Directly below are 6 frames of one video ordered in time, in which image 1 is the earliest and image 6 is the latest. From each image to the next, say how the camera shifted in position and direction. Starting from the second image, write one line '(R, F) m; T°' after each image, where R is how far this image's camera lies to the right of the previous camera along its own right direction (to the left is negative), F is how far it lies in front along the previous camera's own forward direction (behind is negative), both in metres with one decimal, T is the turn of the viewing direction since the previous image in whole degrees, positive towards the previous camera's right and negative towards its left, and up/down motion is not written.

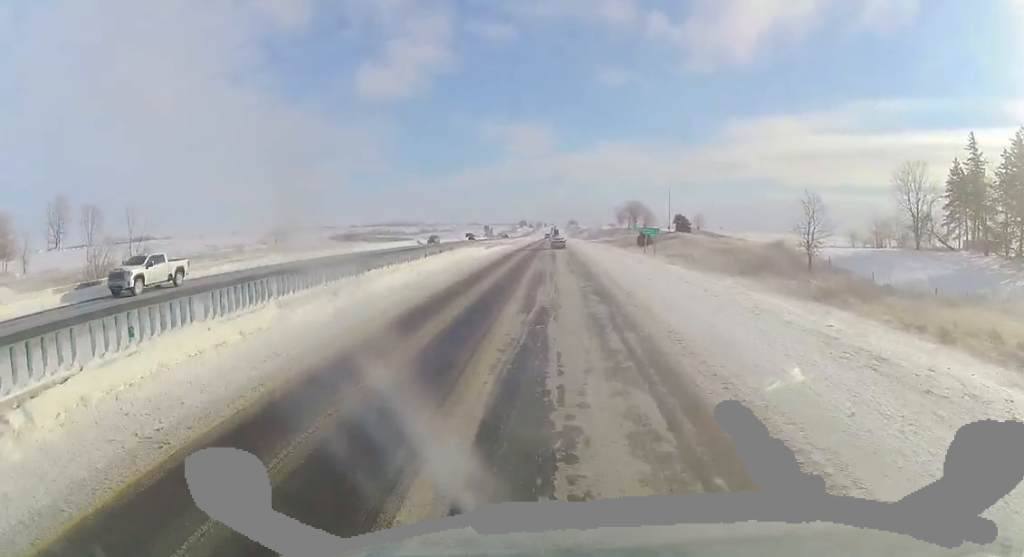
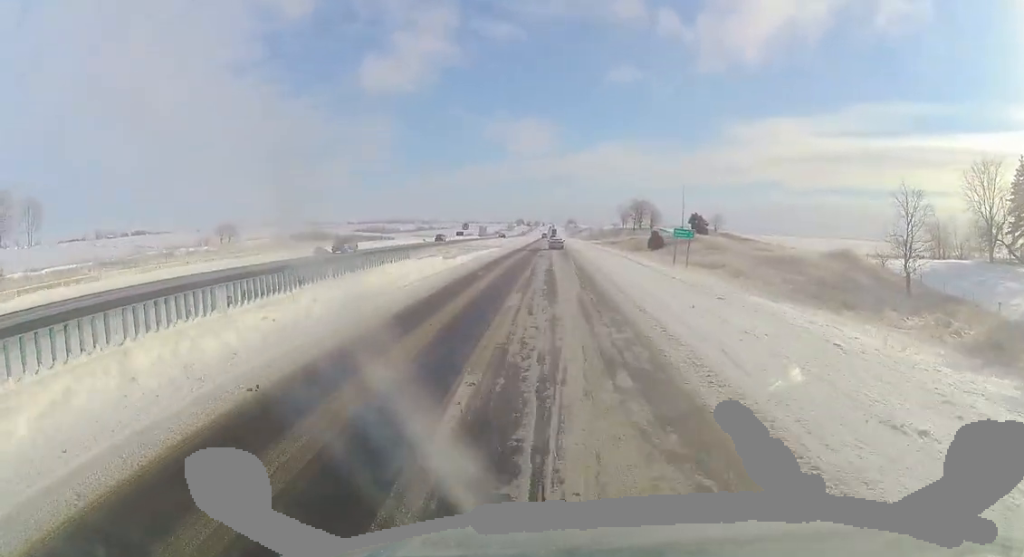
(-0.6, +22.5) m; 0°
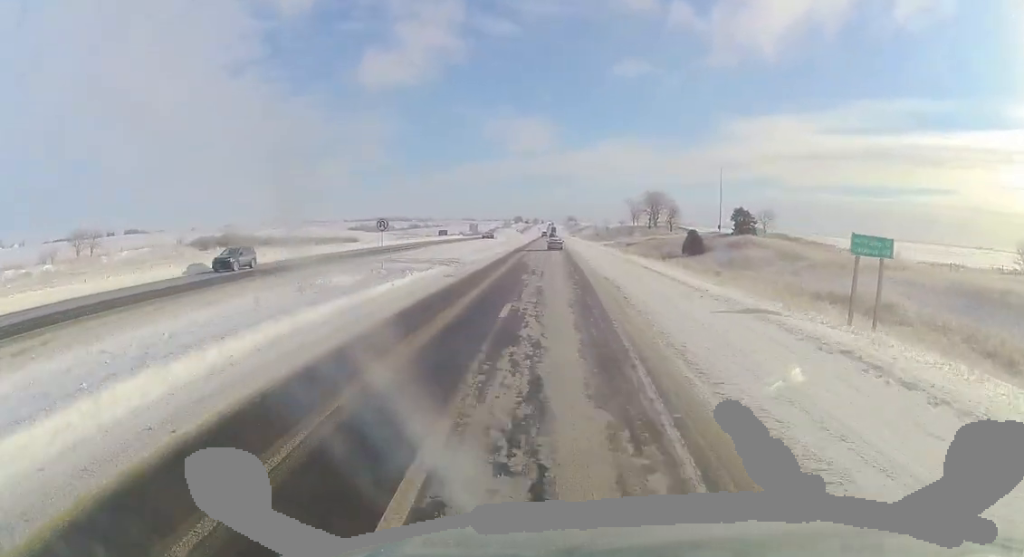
(+0.8, +39.0) m; +1°
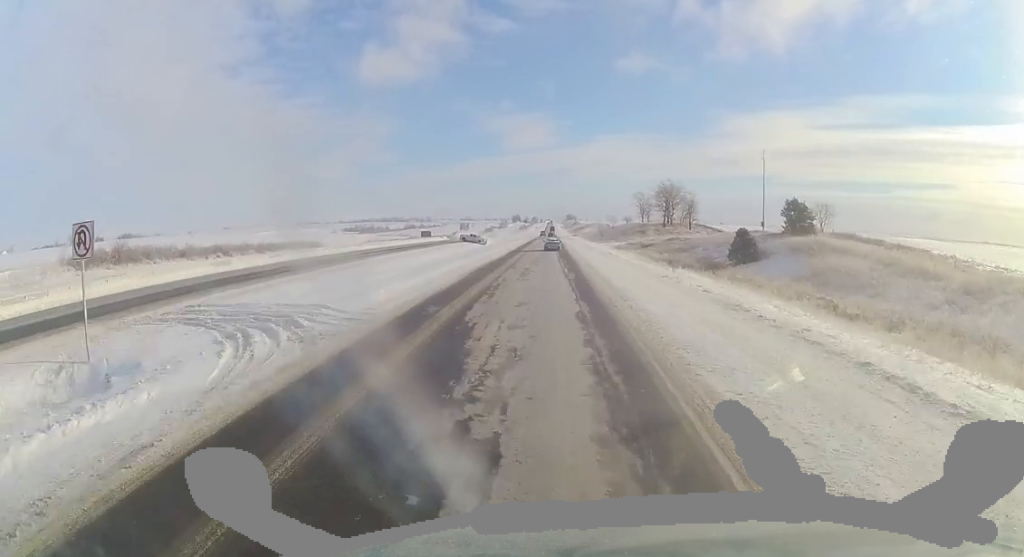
(-0.1, +28.2) m; +1°
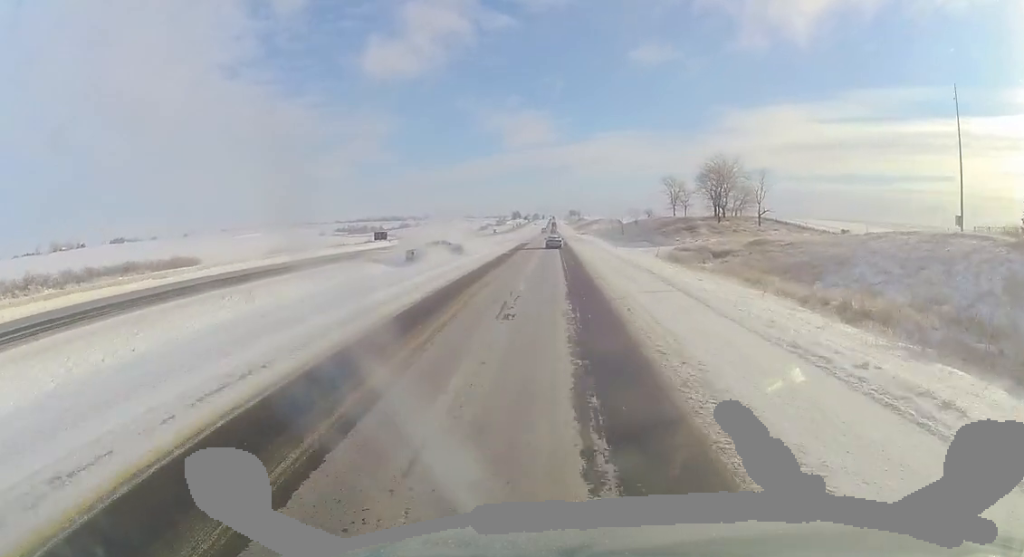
(-0.4, +53.9) m; -3°
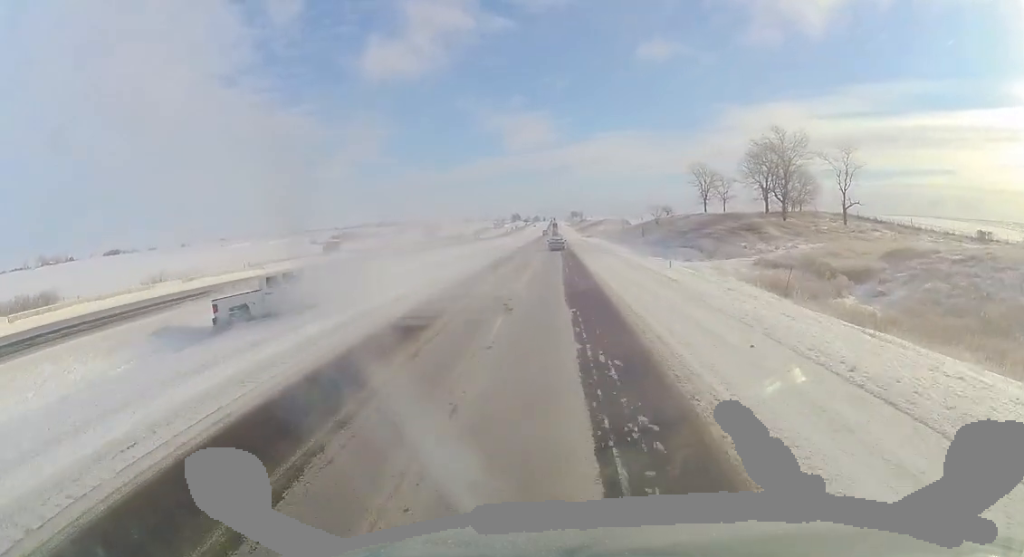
(-0.5, +33.6) m; 0°
